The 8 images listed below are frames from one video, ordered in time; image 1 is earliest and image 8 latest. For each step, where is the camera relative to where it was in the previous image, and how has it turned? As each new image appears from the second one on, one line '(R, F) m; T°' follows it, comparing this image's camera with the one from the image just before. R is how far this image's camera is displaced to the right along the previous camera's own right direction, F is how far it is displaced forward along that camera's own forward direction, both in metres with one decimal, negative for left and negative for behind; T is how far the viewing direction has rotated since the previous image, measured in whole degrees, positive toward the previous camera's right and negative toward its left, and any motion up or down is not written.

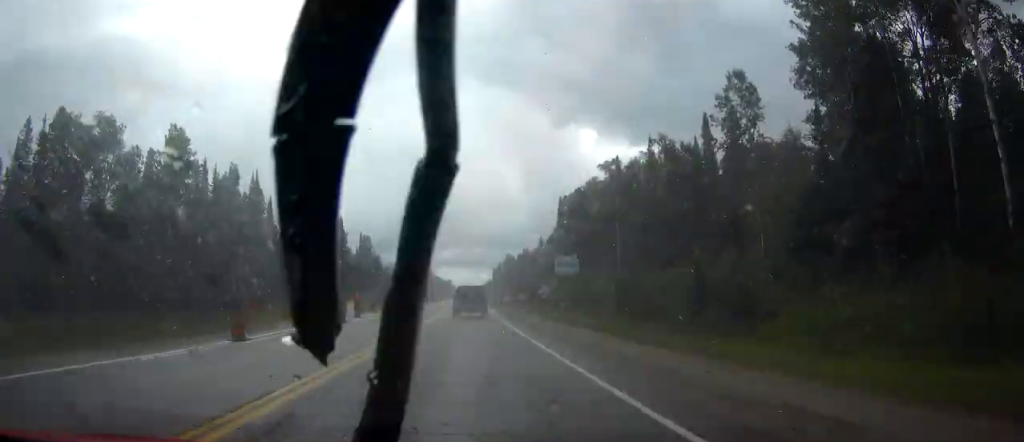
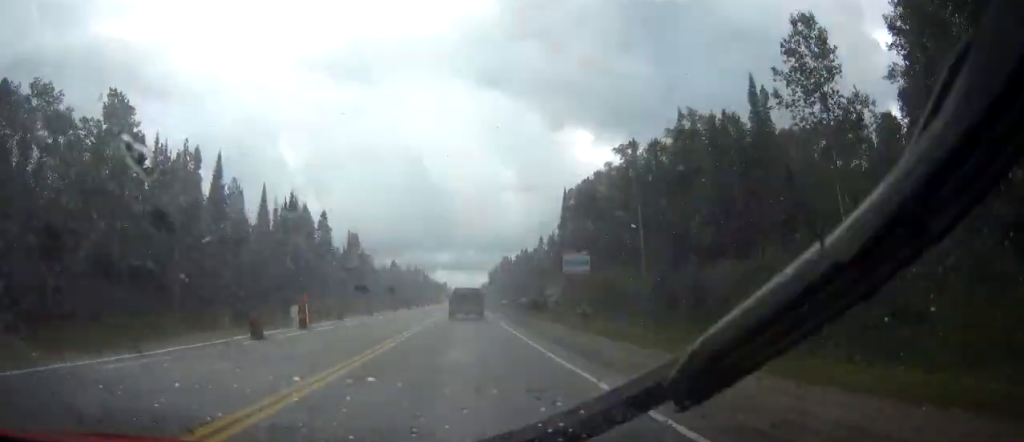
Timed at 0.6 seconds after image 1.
(0.0, +13.3) m; 0°
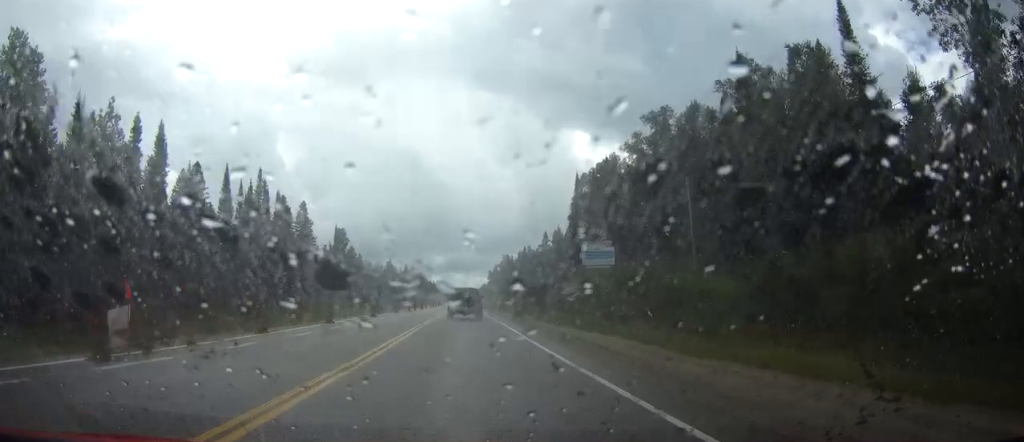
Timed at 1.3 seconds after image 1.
(0.0, +16.6) m; 0°
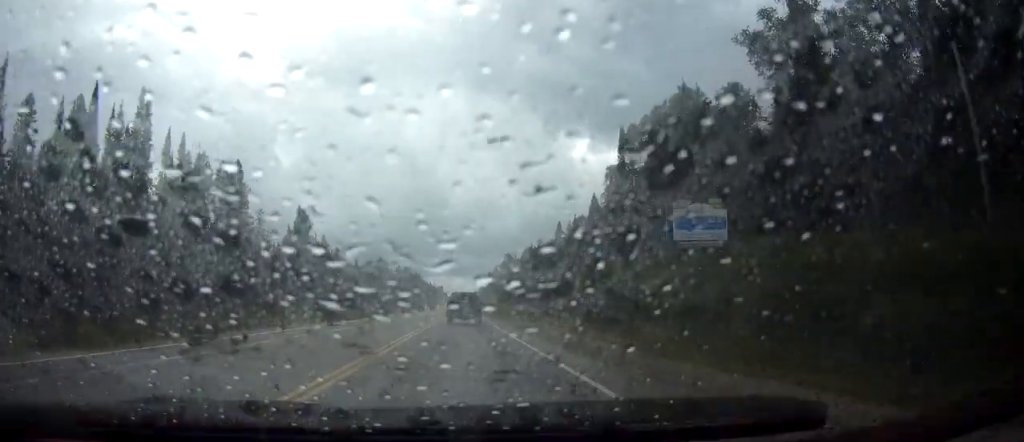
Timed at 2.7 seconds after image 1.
(+0.2, +35.9) m; 0°
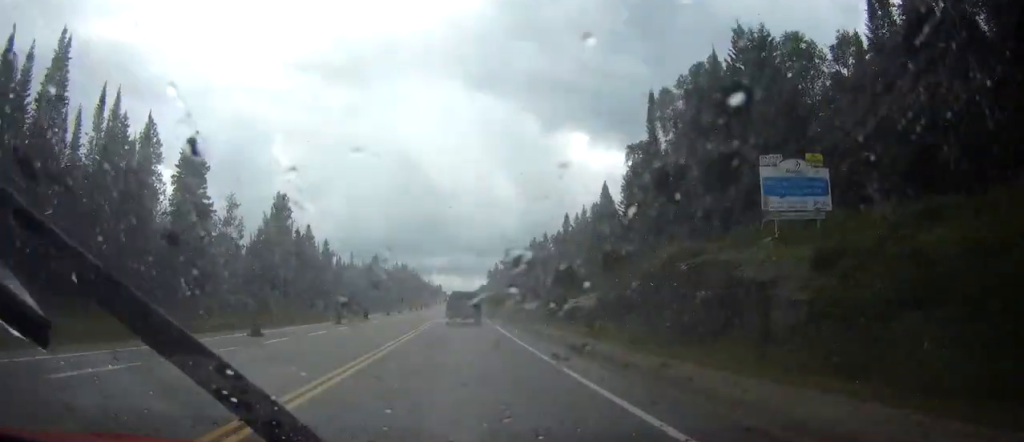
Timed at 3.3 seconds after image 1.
(0.0, +14.1) m; 0°
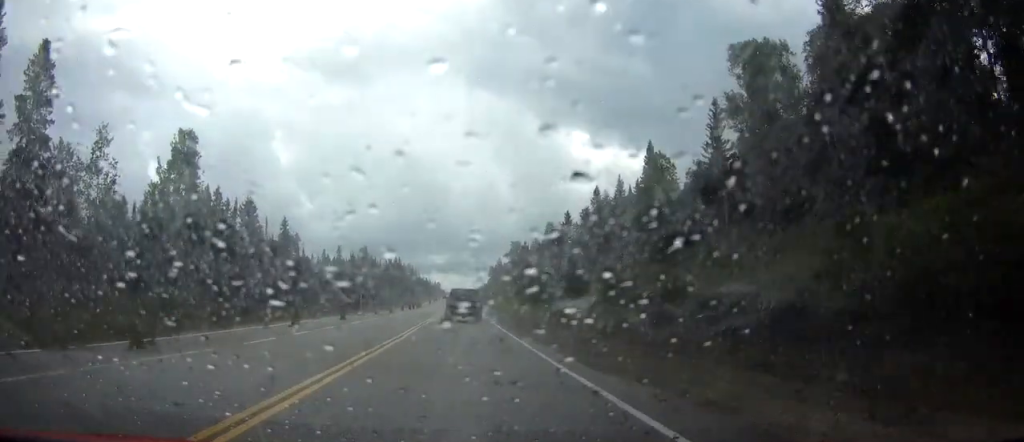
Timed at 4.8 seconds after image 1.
(+0.1, +38.4) m; 0°
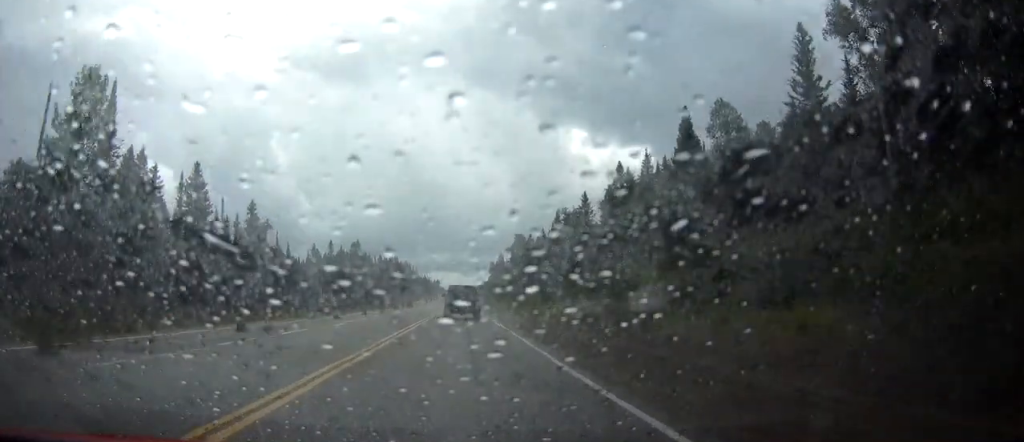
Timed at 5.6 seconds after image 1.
(0.0, +20.0) m; 0°
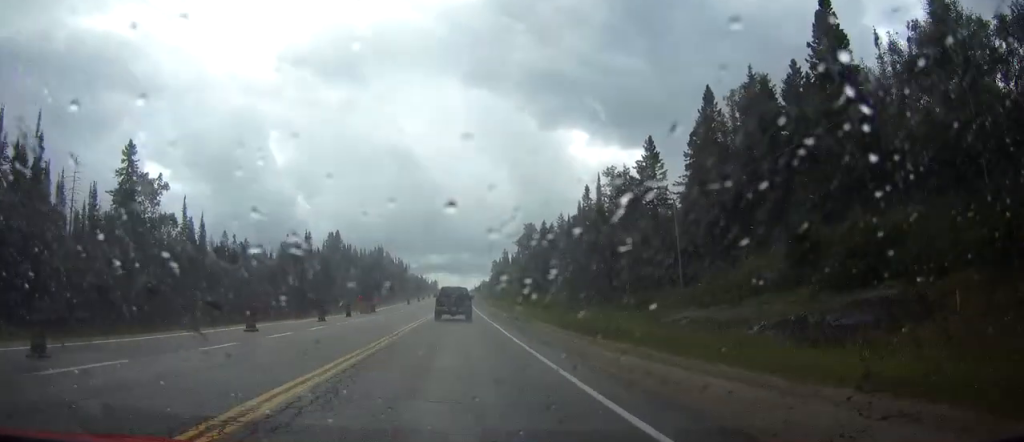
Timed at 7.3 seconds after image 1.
(-0.1, +42.4) m; 0°
